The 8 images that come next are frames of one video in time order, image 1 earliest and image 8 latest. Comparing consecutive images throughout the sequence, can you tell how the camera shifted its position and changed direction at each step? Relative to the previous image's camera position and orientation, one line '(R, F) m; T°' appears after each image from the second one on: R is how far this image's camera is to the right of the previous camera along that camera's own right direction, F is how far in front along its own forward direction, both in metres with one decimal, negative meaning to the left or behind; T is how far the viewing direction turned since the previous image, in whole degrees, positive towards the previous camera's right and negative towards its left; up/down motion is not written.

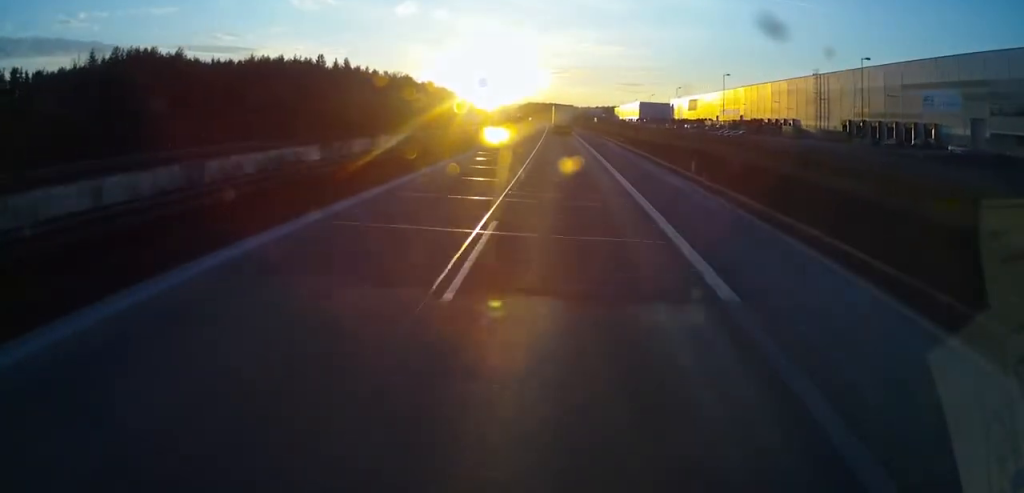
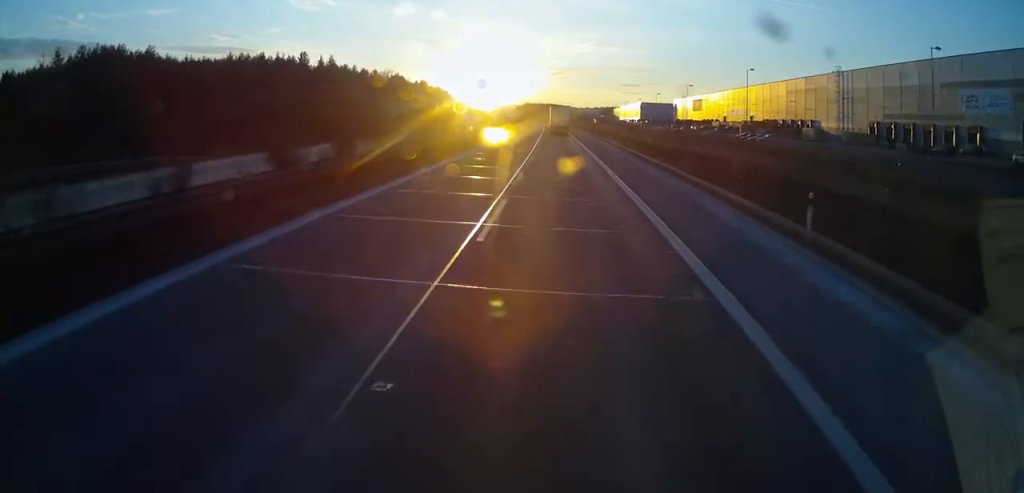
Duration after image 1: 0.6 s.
(0.0, +14.0) m; 0°
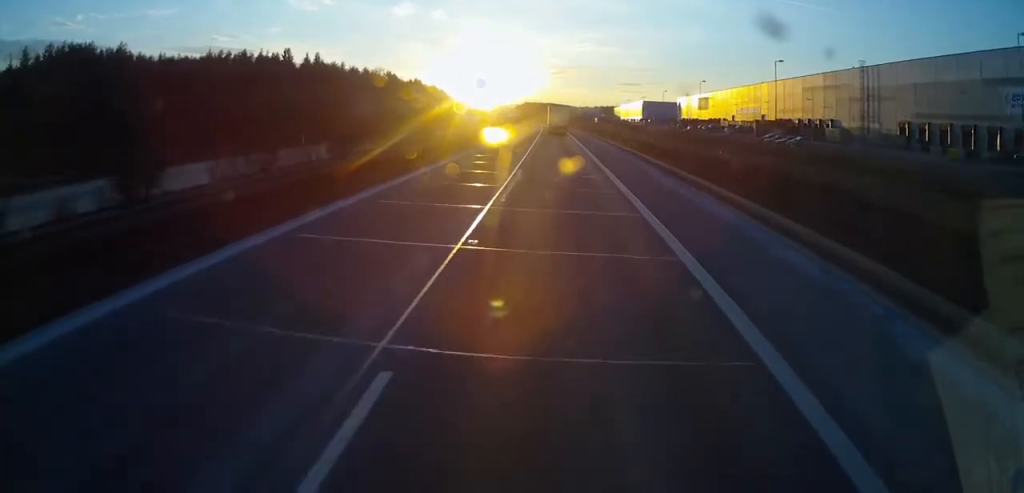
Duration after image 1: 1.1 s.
(0.0, +12.4) m; 0°
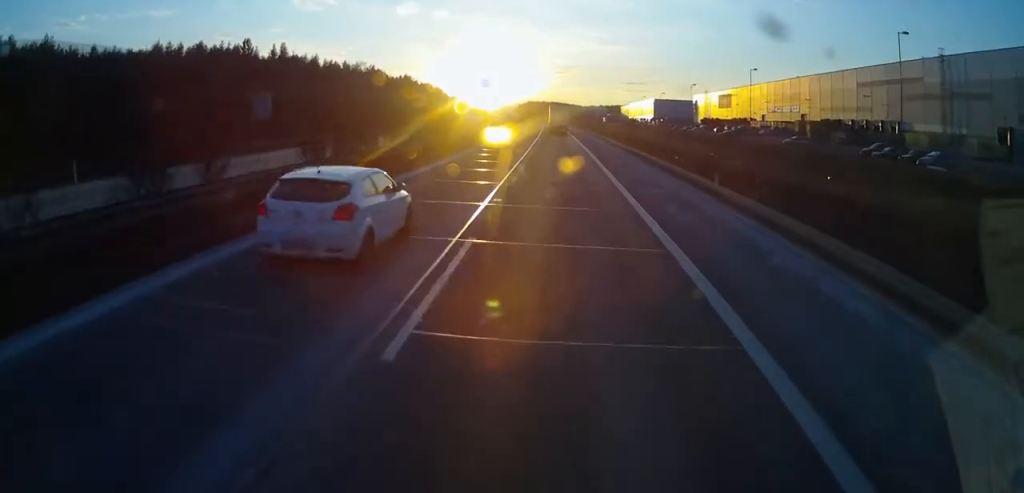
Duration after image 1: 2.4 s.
(0.0, +29.5) m; 0°
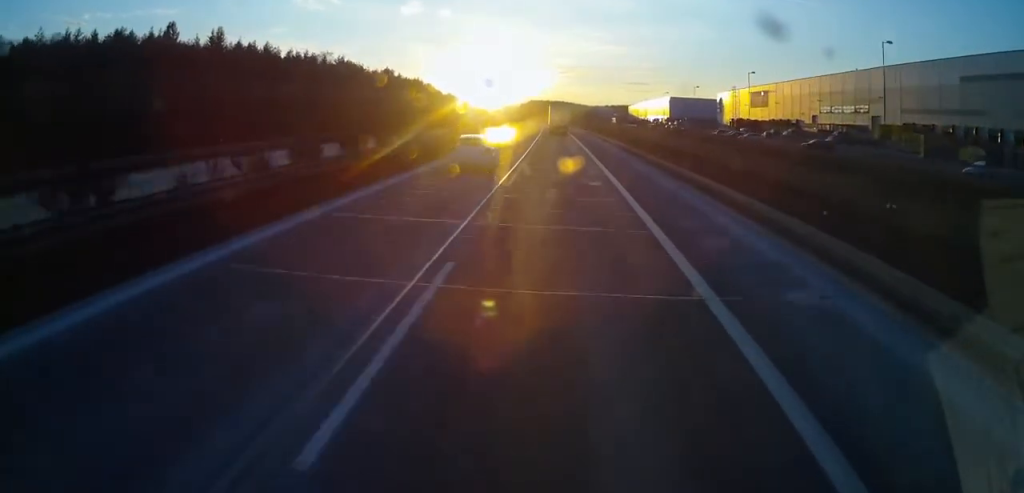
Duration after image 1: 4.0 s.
(0.0, +38.0) m; 0°
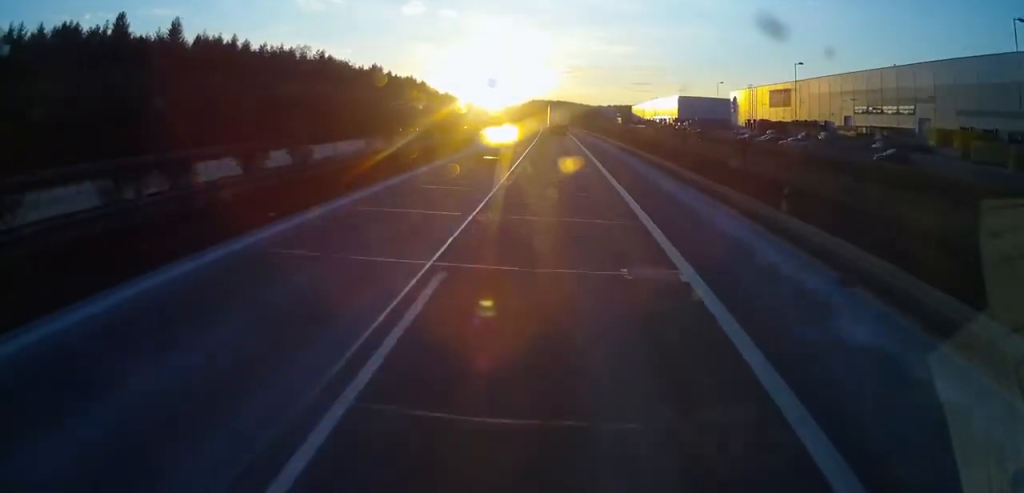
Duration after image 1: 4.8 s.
(0.0, +18.6) m; 0°
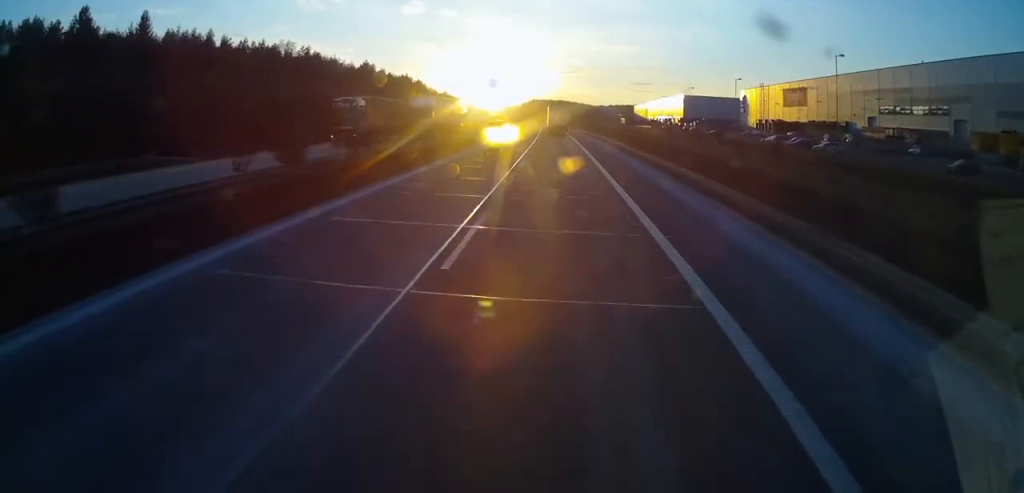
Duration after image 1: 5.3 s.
(0.0, +11.6) m; 0°
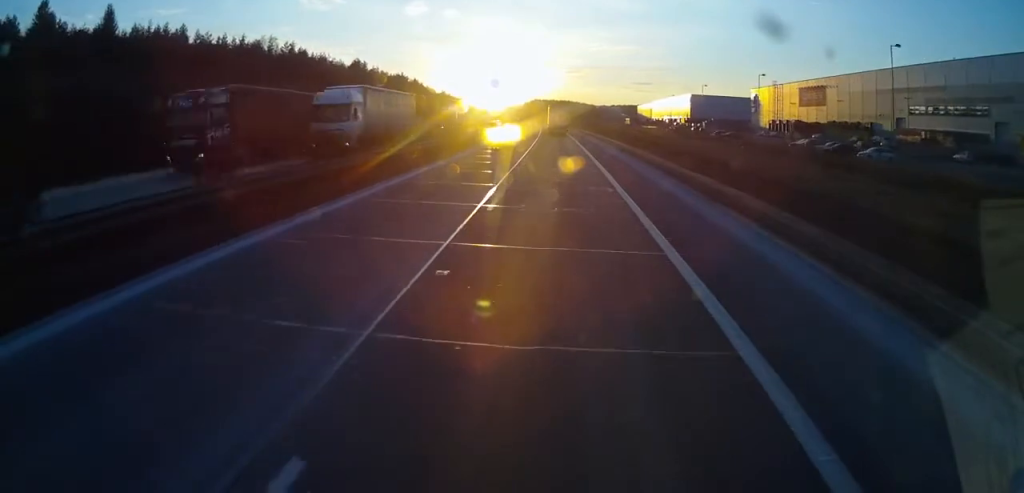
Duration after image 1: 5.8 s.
(0.0, +11.6) m; 0°
